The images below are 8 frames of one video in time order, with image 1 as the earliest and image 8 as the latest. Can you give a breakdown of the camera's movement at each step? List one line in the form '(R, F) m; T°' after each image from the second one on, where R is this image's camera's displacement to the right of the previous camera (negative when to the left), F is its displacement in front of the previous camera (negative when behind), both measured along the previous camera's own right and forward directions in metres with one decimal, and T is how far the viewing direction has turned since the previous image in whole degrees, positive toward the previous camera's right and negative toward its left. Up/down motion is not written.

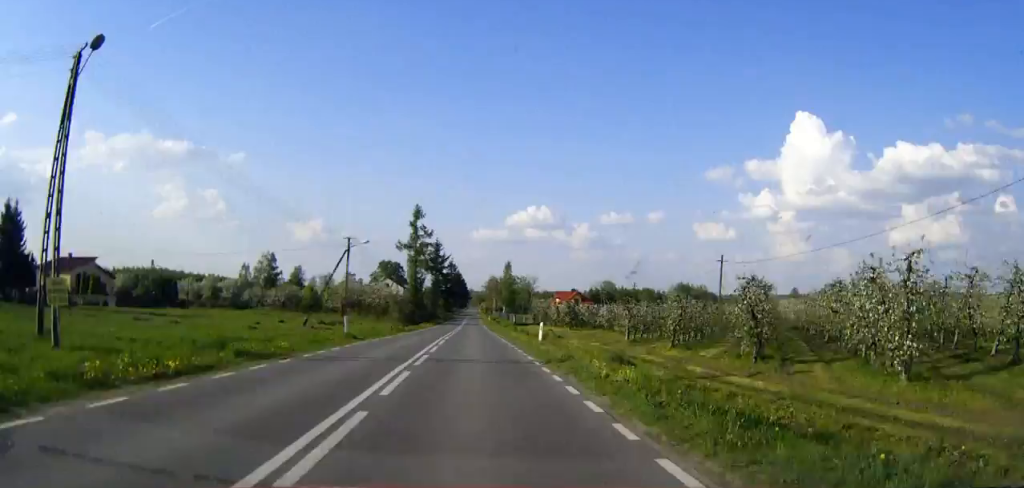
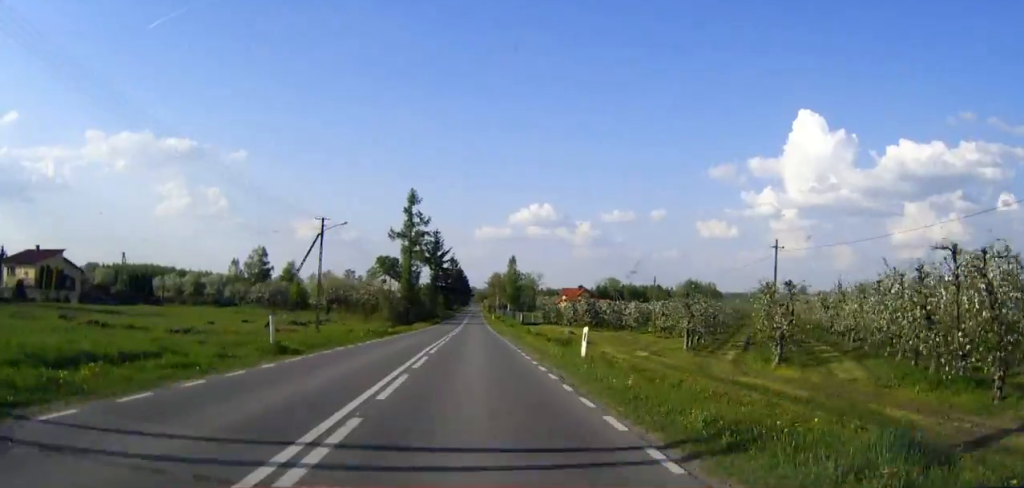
(-0.1, +12.4) m; 0°
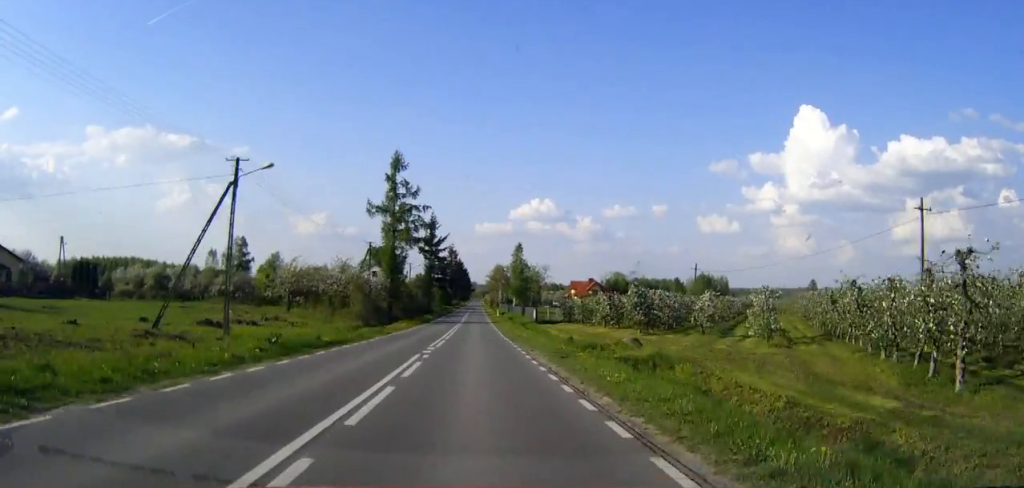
(-0.1, +20.3) m; 0°
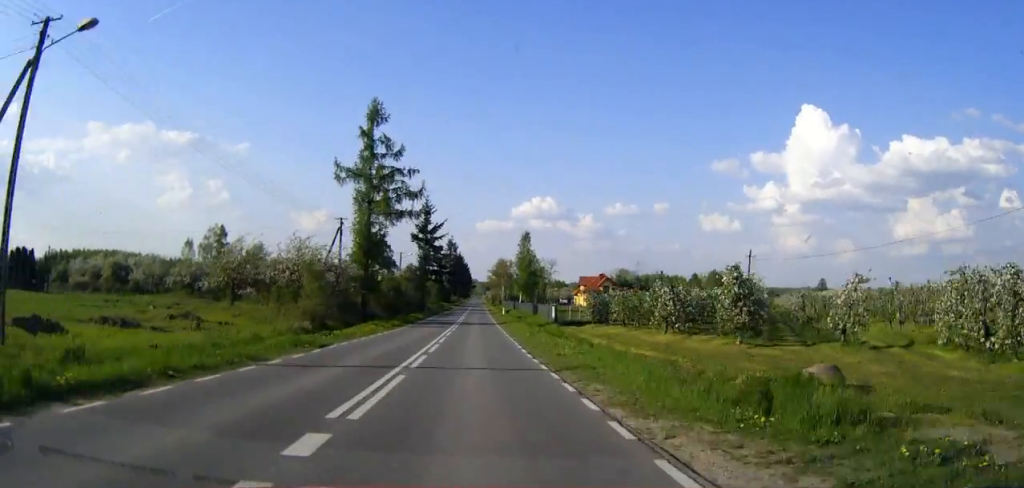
(0.0, +18.0) m; 0°
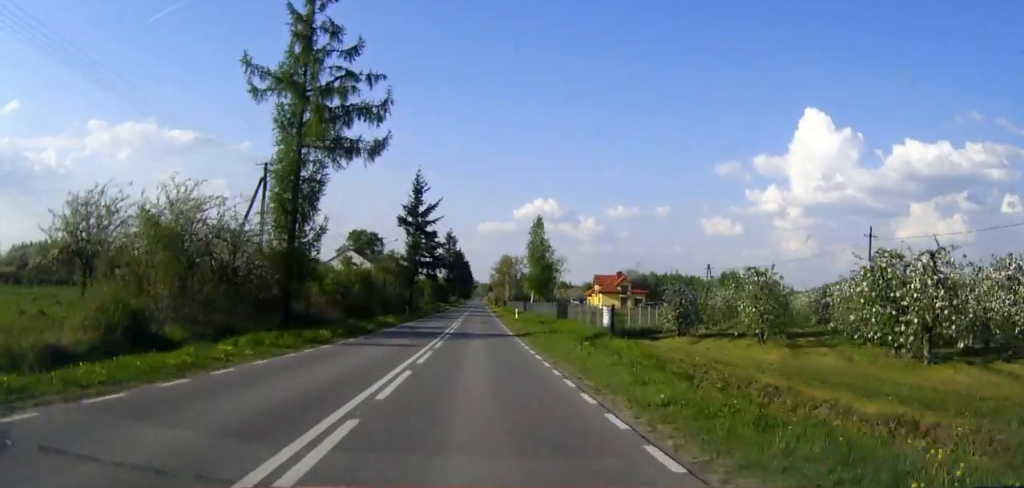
(0.0, +23.5) m; 0°
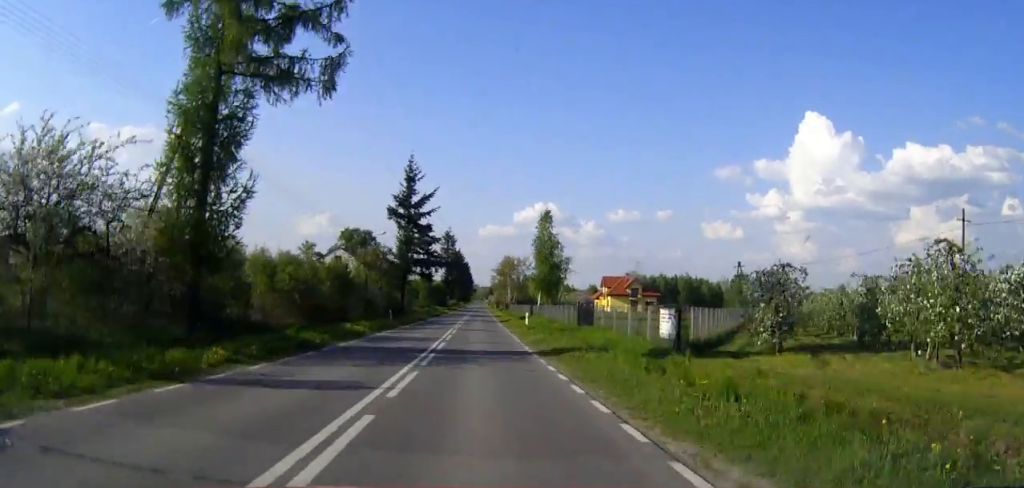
(0.0, +11.4) m; 0°
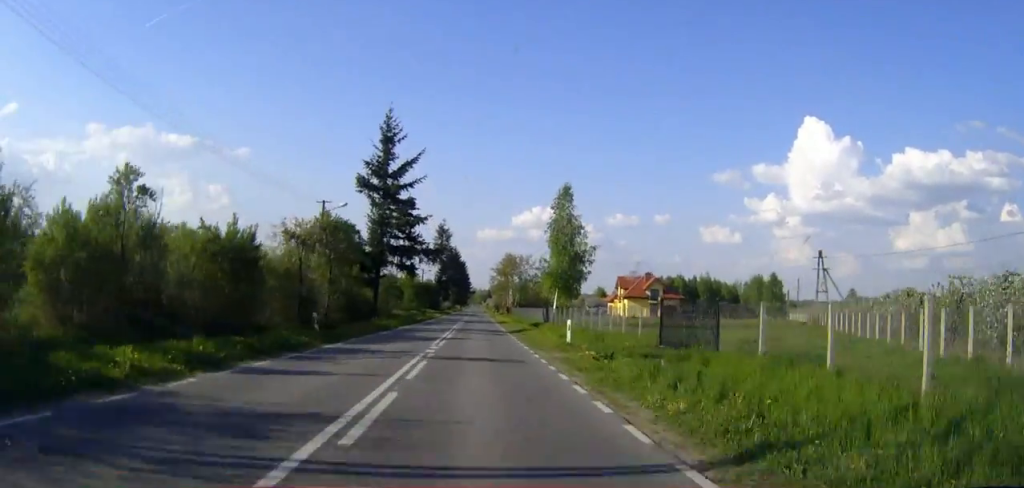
(0.0, +21.4) m; 0°
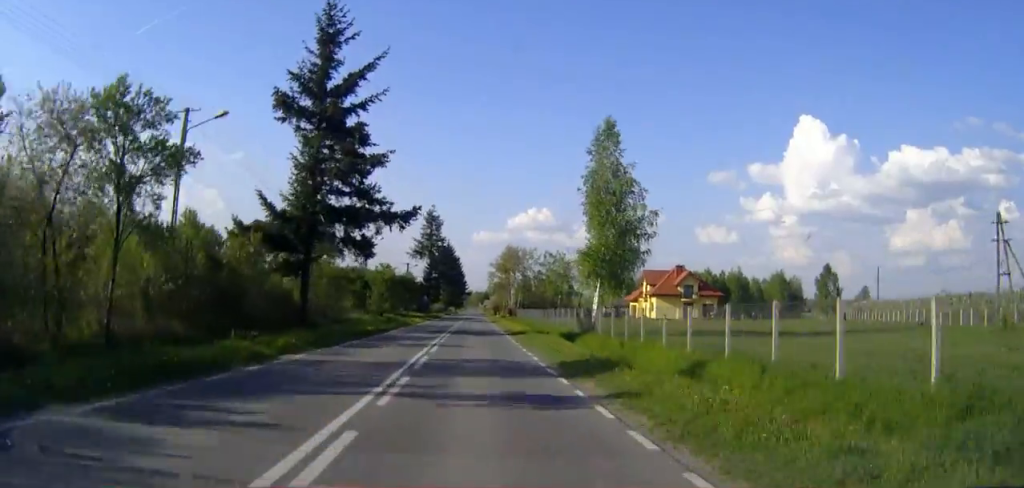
(0.0, +26.0) m; 0°
